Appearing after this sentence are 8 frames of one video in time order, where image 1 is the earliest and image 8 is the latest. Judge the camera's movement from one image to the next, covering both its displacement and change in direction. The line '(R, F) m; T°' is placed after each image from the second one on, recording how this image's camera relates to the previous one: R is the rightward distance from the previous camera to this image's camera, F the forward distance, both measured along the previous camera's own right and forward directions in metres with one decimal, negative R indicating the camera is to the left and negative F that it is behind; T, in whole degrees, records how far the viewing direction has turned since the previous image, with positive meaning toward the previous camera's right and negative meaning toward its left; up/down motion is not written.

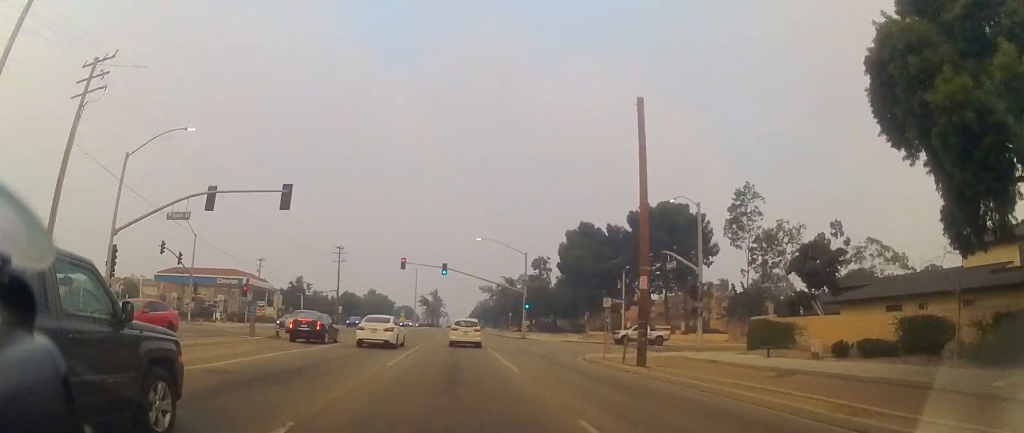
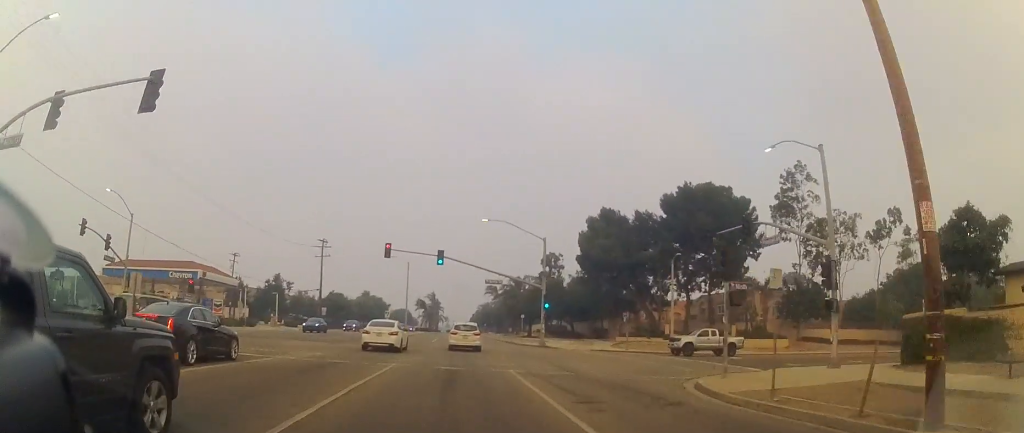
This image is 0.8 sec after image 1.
(-0.2, +13.7) m; -1°
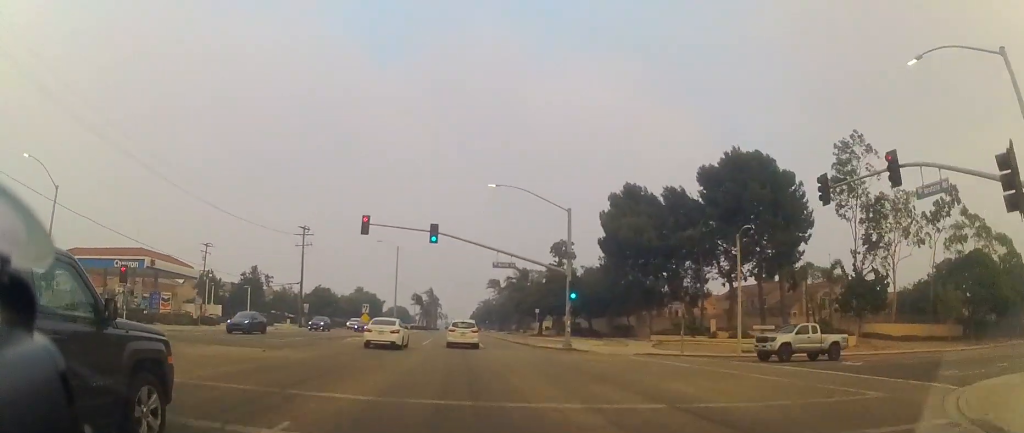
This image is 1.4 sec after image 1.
(-0.1, +11.3) m; -1°
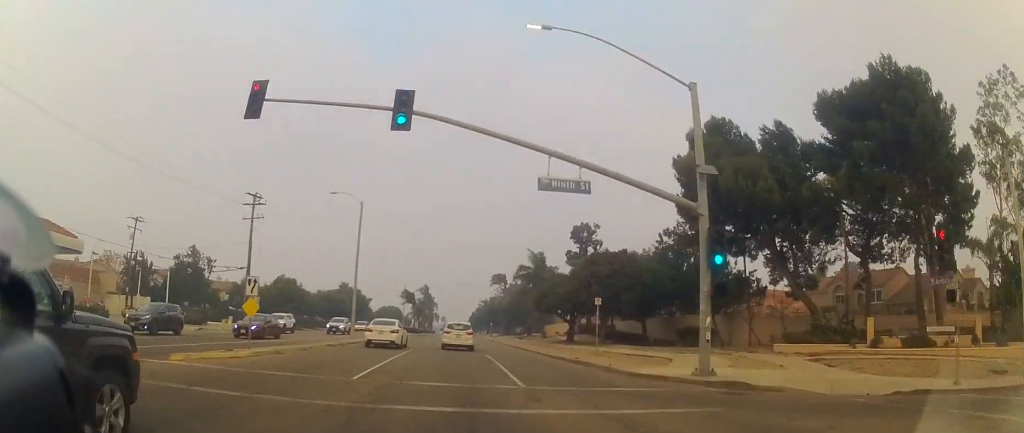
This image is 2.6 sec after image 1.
(0.0, +20.9) m; 0°
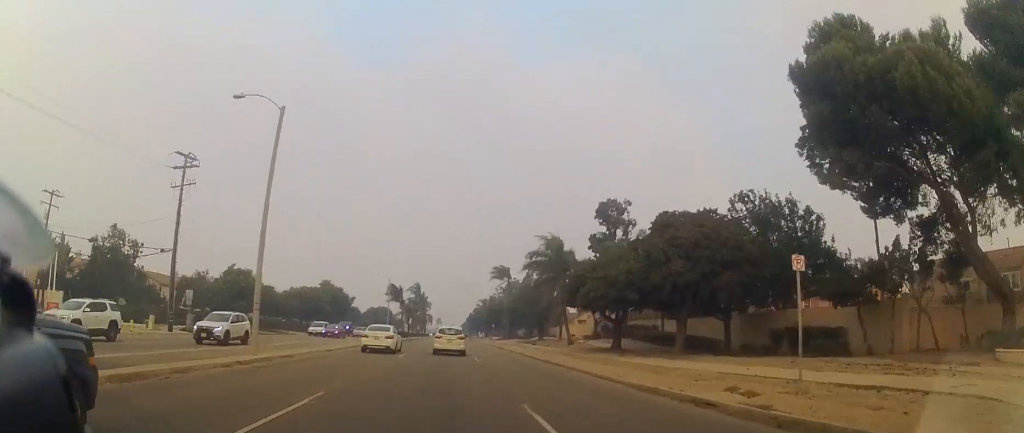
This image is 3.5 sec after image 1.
(0.0, +16.4) m; 0°
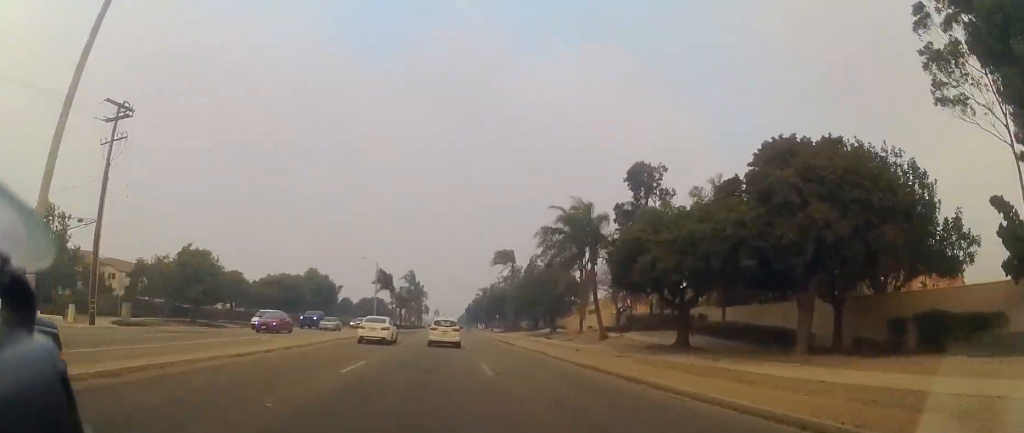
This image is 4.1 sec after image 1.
(-0.1, +11.2) m; +1°
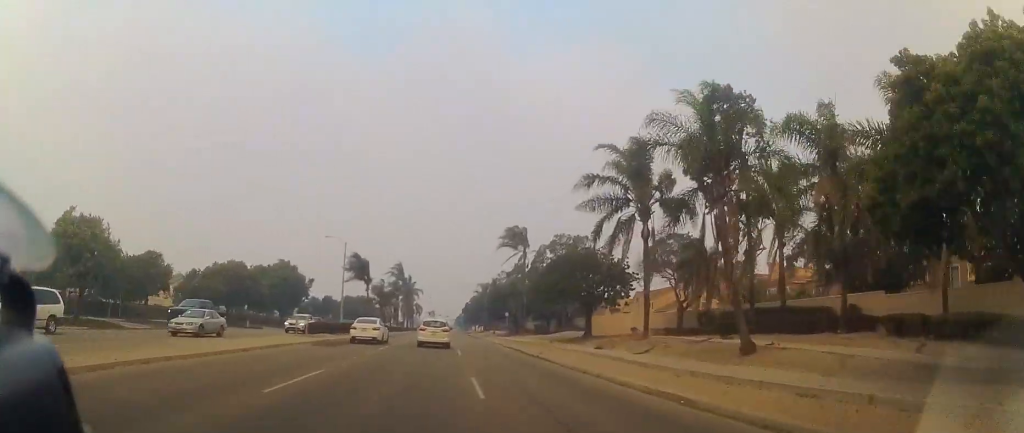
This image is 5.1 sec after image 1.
(+0.4, +19.1) m; 0°
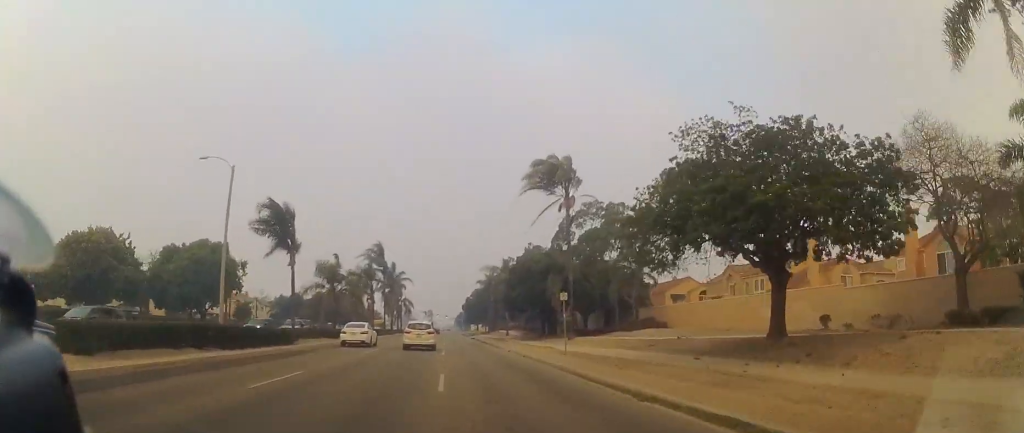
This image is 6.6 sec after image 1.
(-0.3, +29.0) m; 0°
